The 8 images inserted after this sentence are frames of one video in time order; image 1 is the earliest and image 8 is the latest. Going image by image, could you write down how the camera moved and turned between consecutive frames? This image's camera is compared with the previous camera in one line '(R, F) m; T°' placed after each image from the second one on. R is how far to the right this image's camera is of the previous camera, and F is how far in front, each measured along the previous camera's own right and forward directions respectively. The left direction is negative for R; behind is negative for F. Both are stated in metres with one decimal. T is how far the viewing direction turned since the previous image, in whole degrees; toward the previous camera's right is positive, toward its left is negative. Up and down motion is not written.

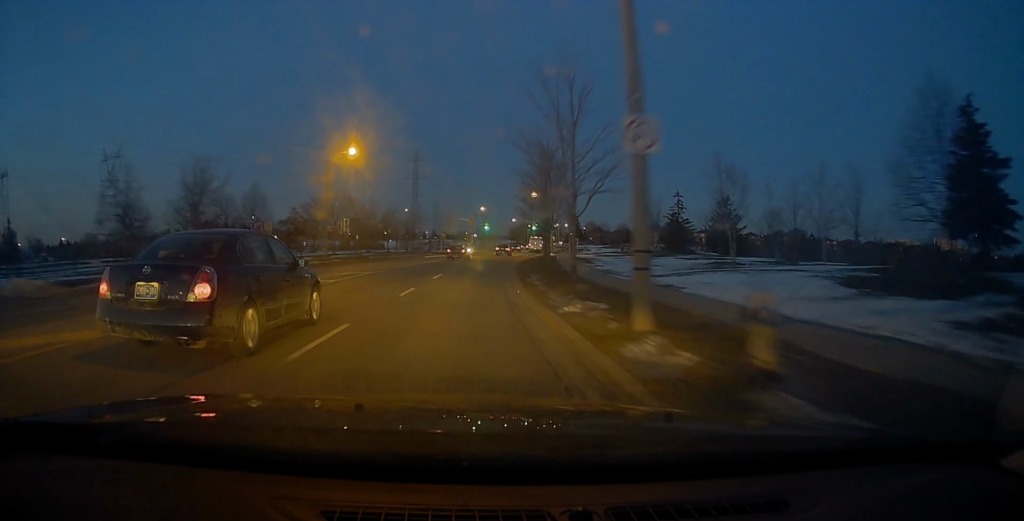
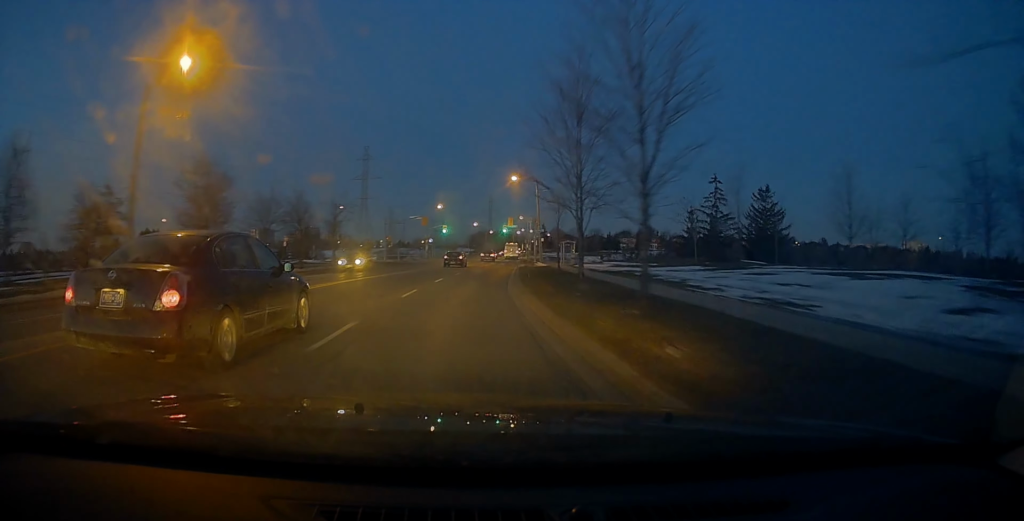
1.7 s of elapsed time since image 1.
(+1.7, +26.0) m; +6°
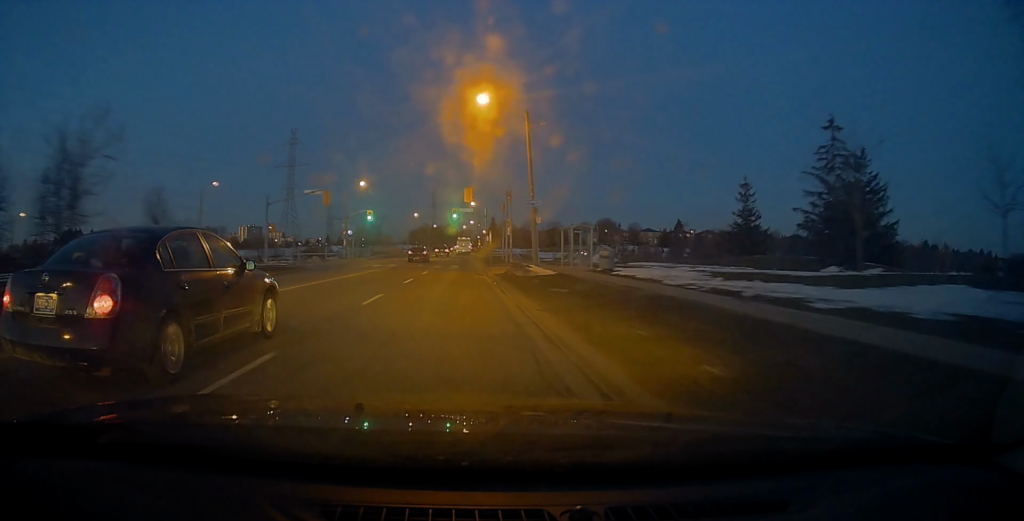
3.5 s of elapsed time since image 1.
(+1.7, +30.0) m; +6°
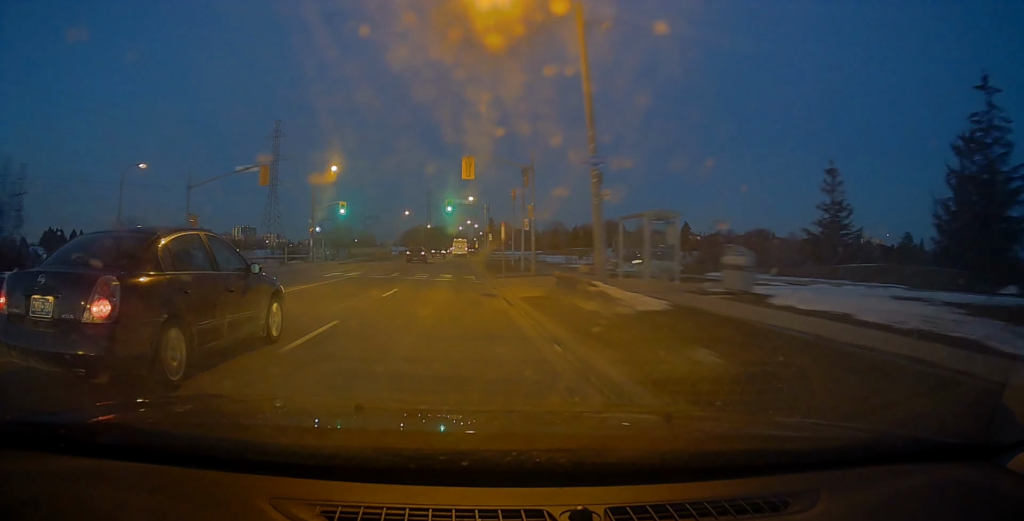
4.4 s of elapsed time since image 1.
(+0.4, +14.5) m; 0°
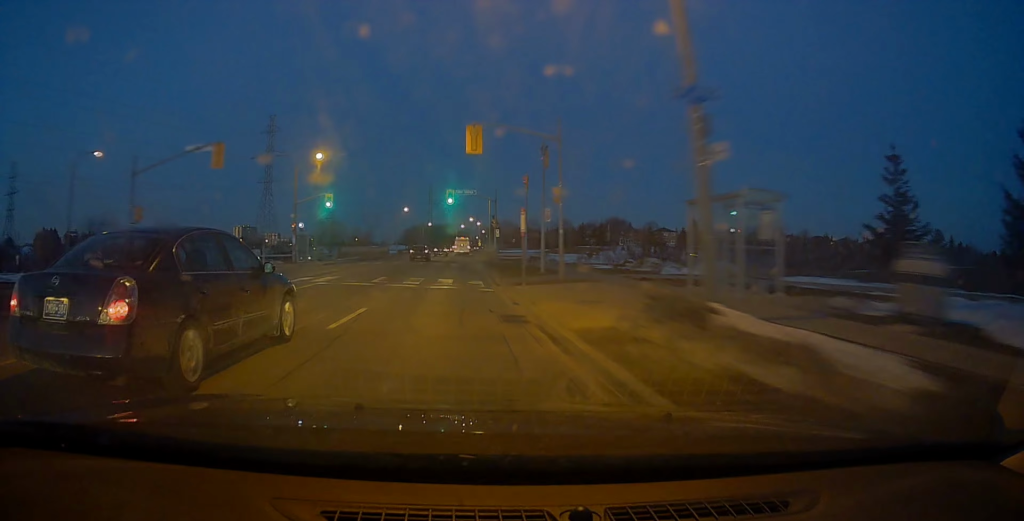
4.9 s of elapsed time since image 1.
(-0.5, +6.9) m; 0°
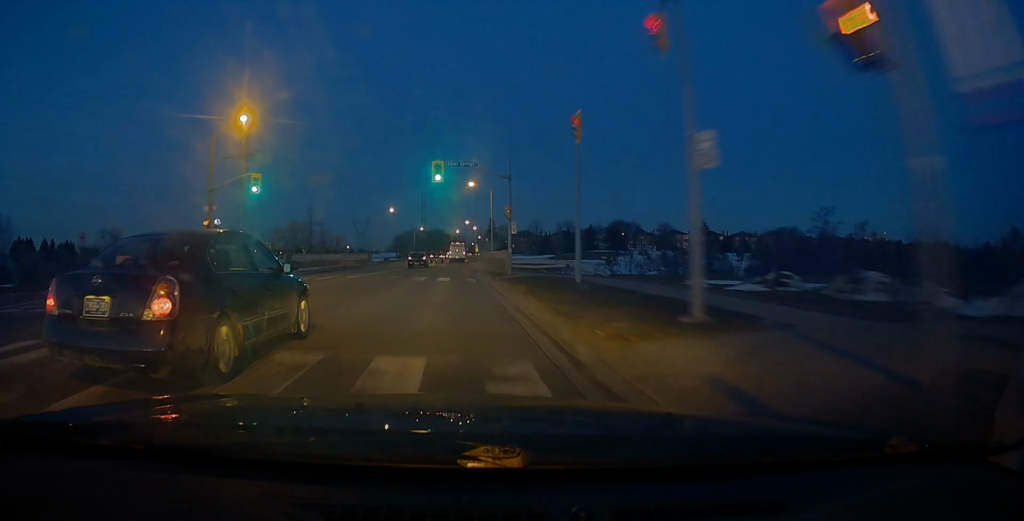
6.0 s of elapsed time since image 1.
(+0.7, +17.7) m; +1°
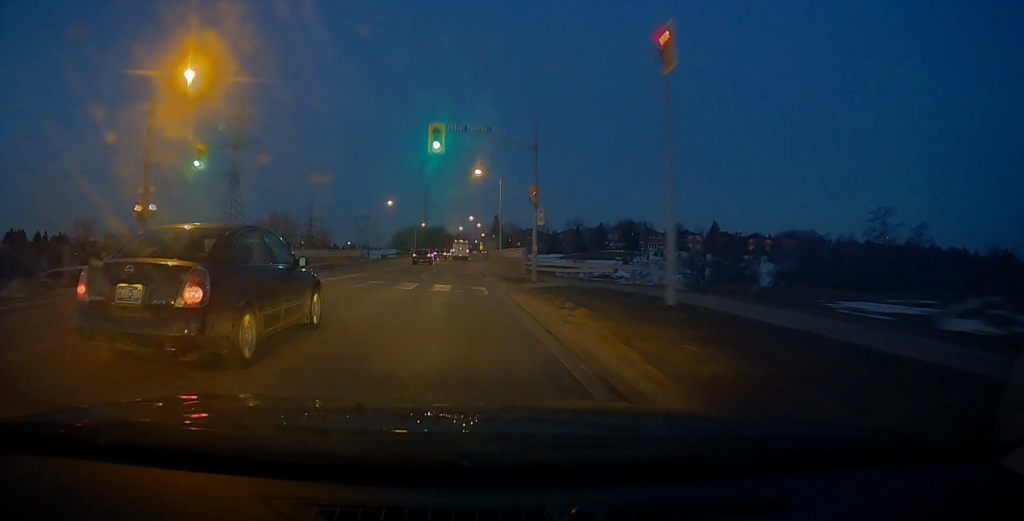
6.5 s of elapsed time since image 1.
(-0.1, +8.5) m; 0°
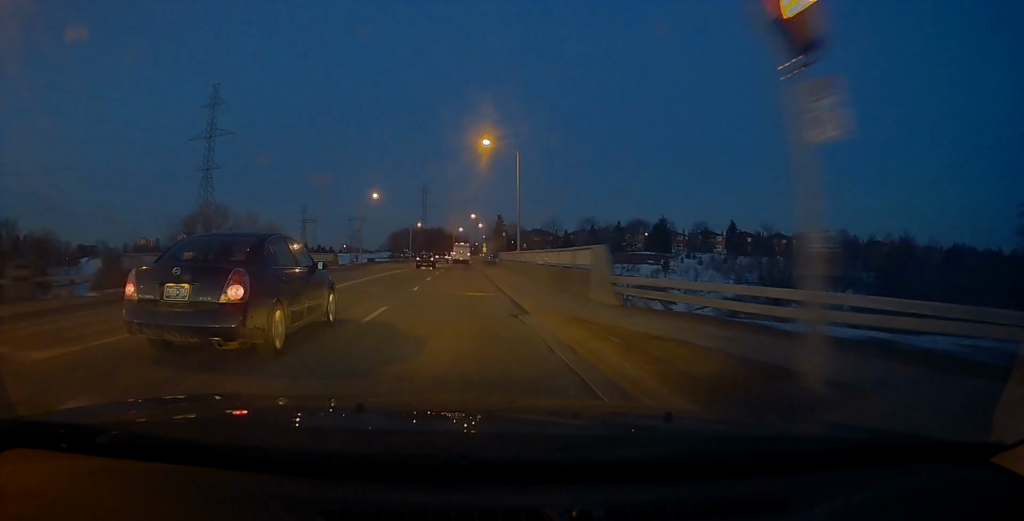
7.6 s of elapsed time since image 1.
(-0.4, +17.1) m; 0°
